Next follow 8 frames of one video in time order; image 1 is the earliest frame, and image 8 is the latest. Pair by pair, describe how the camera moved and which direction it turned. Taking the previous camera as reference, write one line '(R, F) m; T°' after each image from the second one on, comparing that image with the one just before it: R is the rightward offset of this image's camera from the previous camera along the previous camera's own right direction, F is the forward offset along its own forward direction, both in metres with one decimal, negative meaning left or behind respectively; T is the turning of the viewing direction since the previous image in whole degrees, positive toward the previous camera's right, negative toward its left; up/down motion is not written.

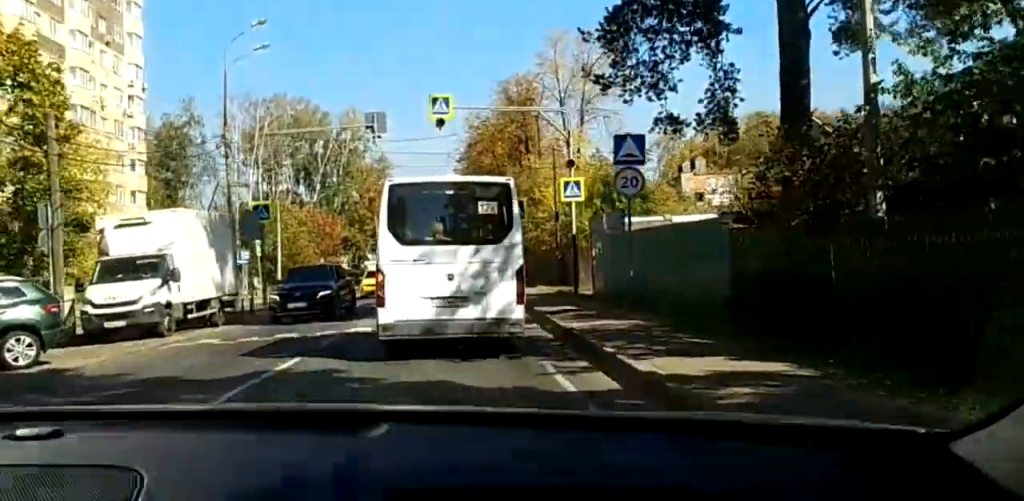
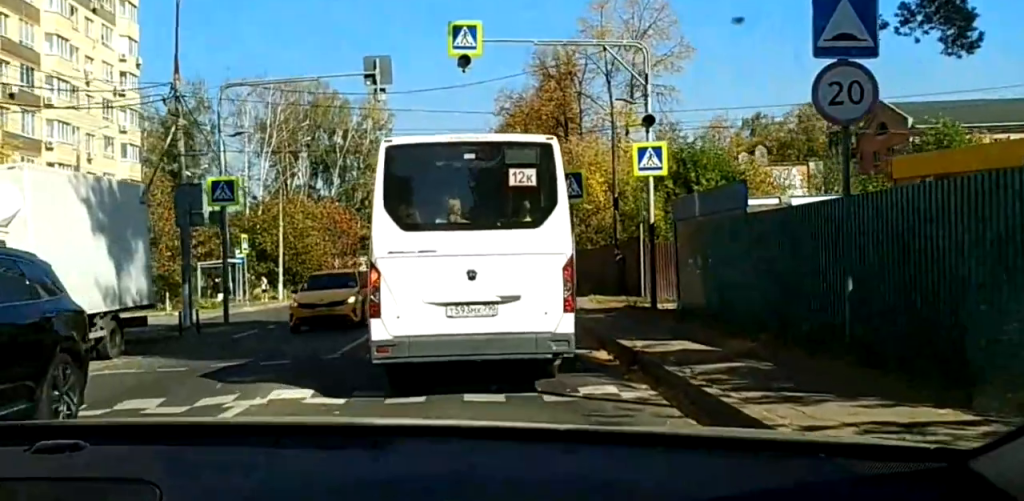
(-0.1, +13.6) m; -2°
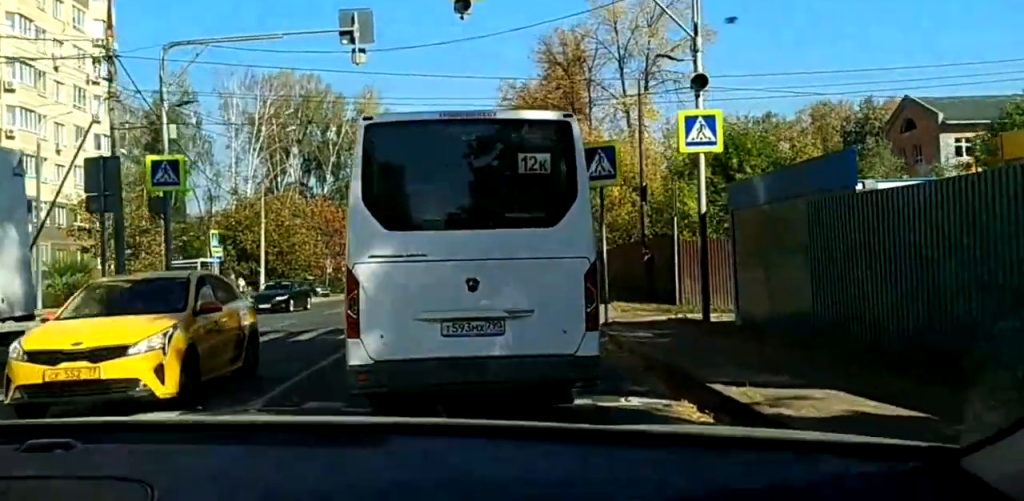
(-0.4, +7.7) m; -2°
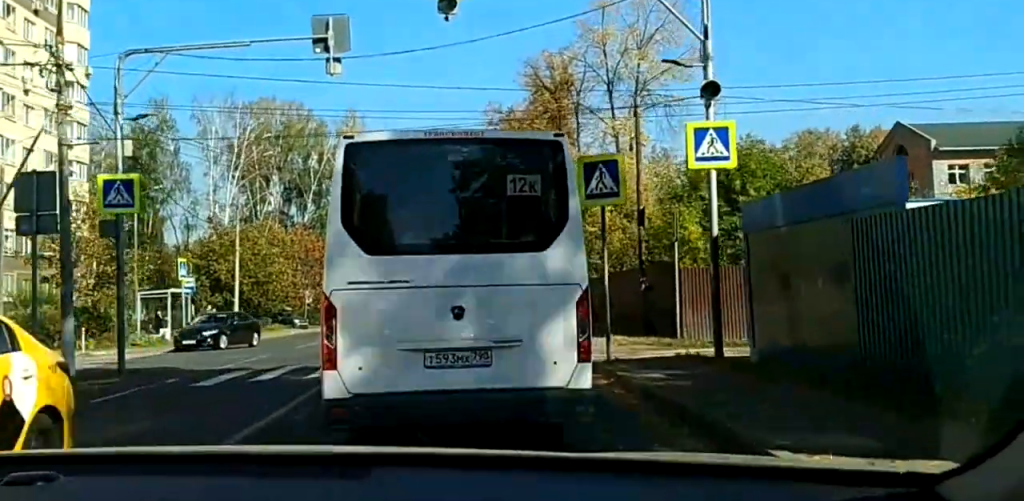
(0.0, +3.0) m; 0°
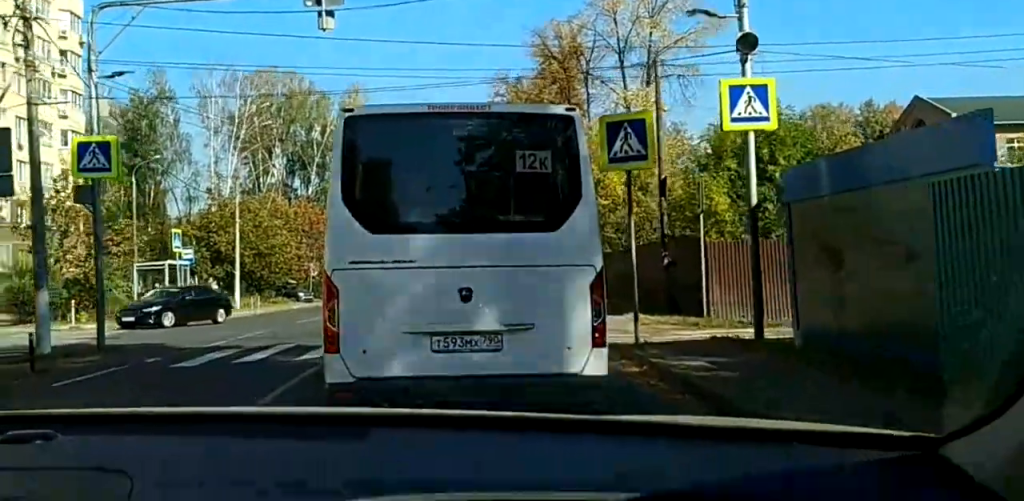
(+0.1, +2.4) m; 0°
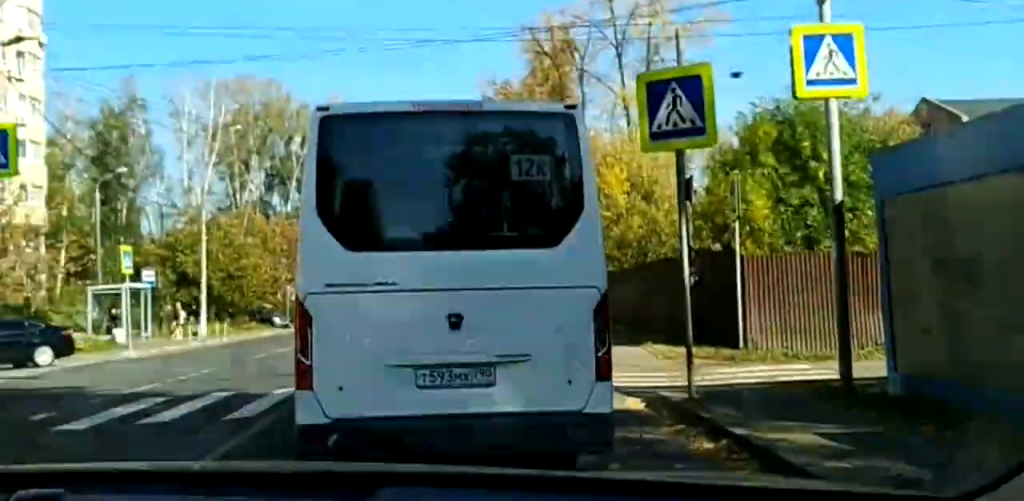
(0.0, +4.8) m; +2°
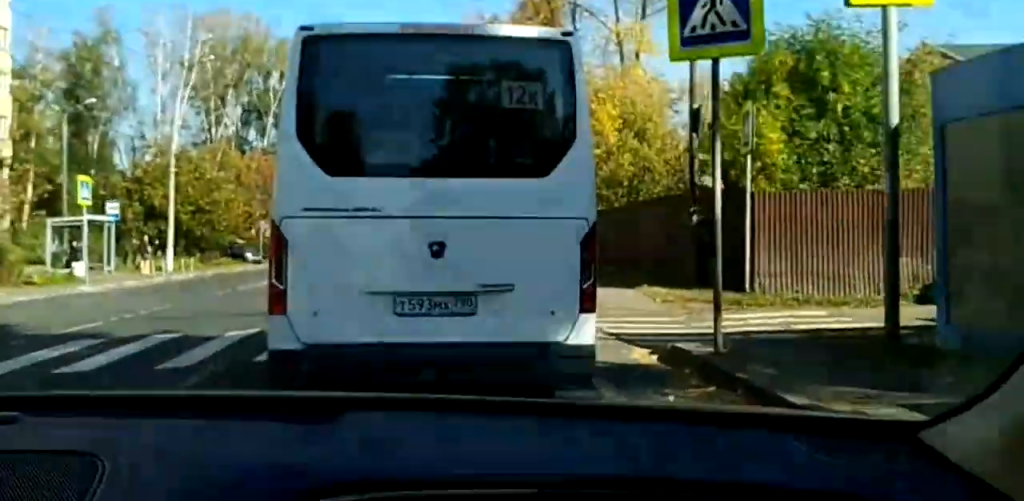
(0.0, +1.9) m; +1°
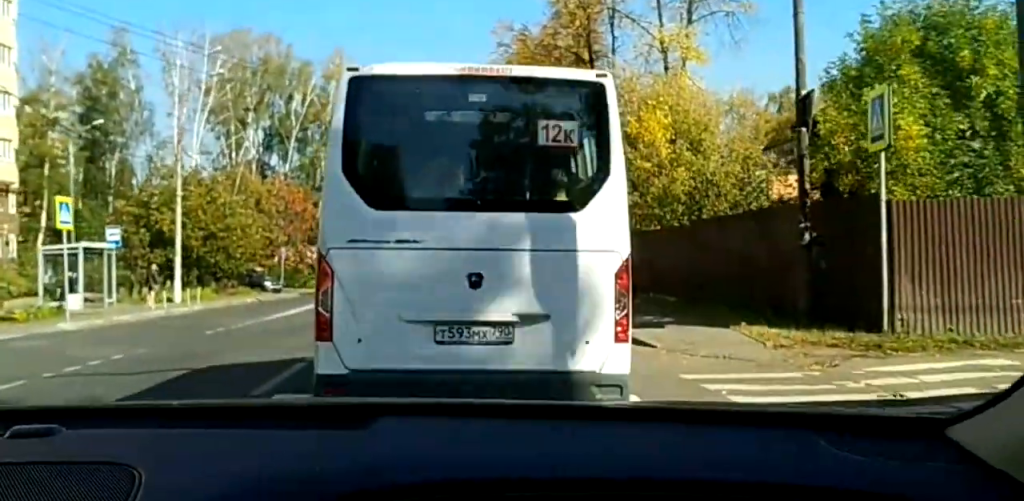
(+0.2, +4.3) m; +1°
